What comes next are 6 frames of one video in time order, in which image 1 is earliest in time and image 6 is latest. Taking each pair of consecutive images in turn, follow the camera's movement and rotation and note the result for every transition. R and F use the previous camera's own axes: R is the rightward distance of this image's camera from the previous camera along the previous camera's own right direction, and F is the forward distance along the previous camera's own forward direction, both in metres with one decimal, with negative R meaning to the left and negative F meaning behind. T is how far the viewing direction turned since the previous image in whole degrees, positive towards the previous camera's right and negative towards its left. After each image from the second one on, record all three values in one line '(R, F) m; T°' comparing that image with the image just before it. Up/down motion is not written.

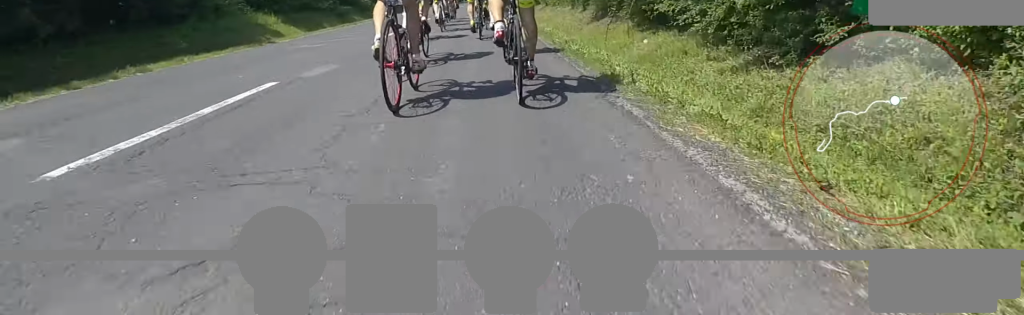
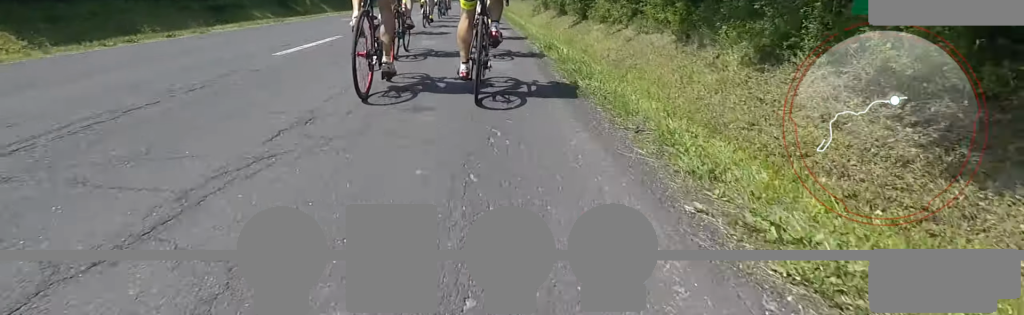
(+0.1, +13.2) m; 0°
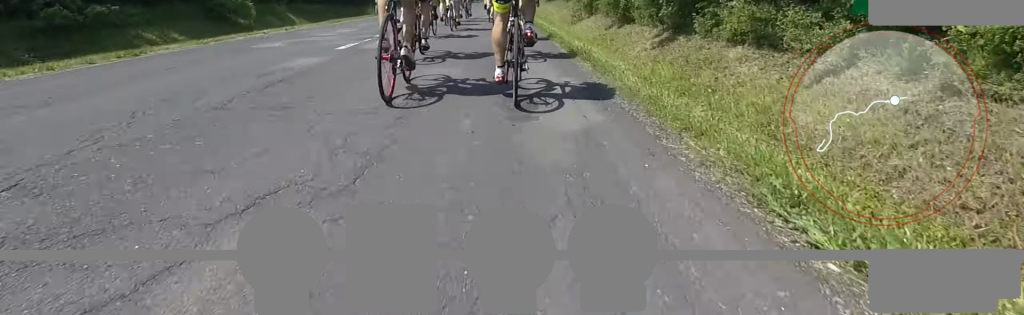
(0.0, +7.3) m; 0°
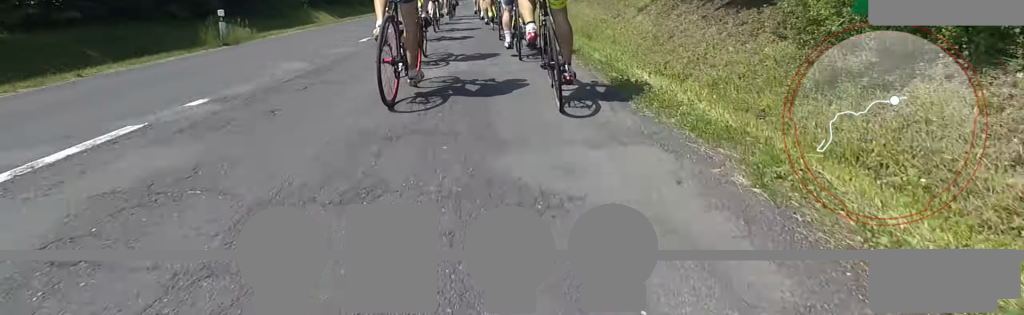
(0.0, +16.0) m; 0°
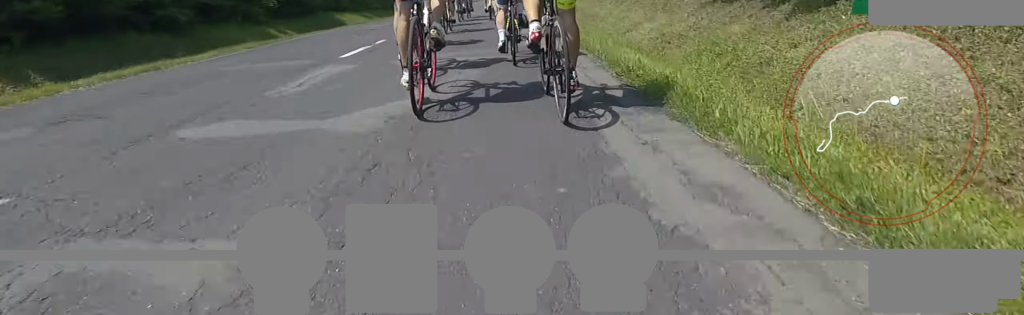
(0.0, +20.3) m; 0°
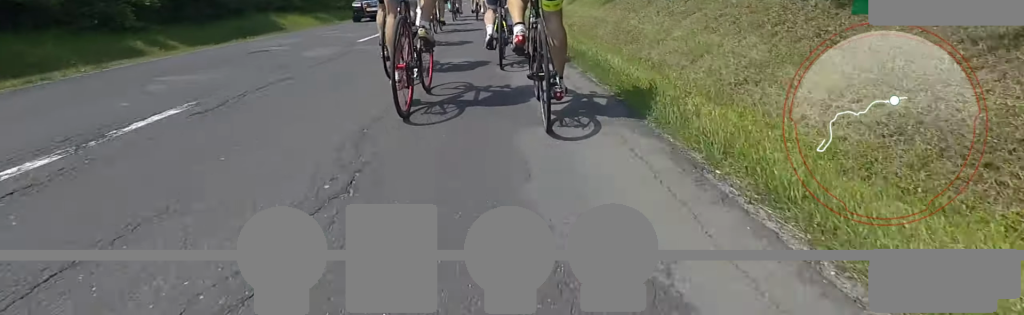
(0.0, +7.0) m; 0°
